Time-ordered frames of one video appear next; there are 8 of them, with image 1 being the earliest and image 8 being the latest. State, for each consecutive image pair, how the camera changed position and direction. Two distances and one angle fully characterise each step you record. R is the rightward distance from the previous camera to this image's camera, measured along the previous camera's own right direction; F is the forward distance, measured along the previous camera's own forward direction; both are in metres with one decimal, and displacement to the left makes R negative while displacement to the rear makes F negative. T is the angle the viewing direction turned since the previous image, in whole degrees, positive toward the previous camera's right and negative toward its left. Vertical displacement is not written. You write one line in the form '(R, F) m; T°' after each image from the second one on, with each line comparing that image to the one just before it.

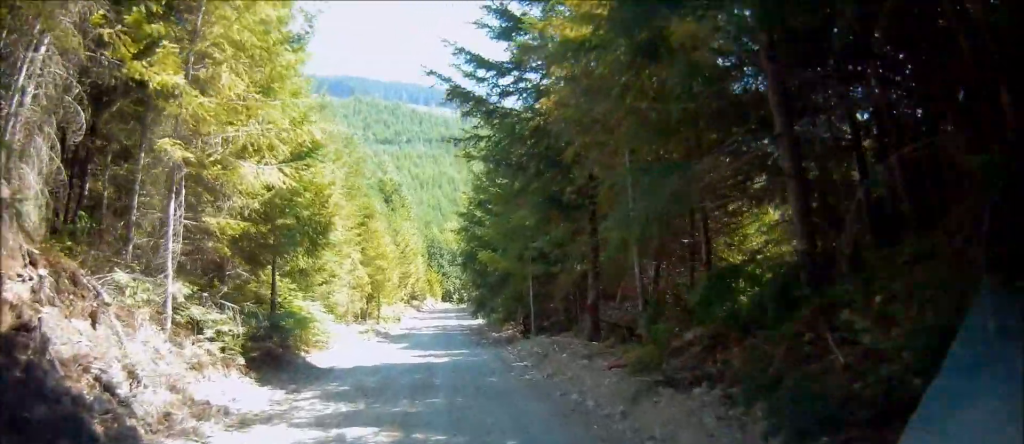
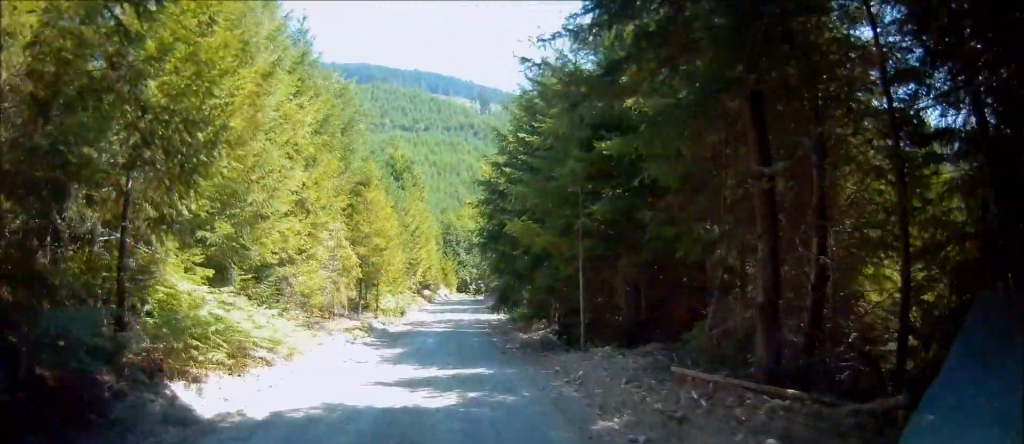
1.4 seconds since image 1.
(-0.3, +8.1) m; -10°
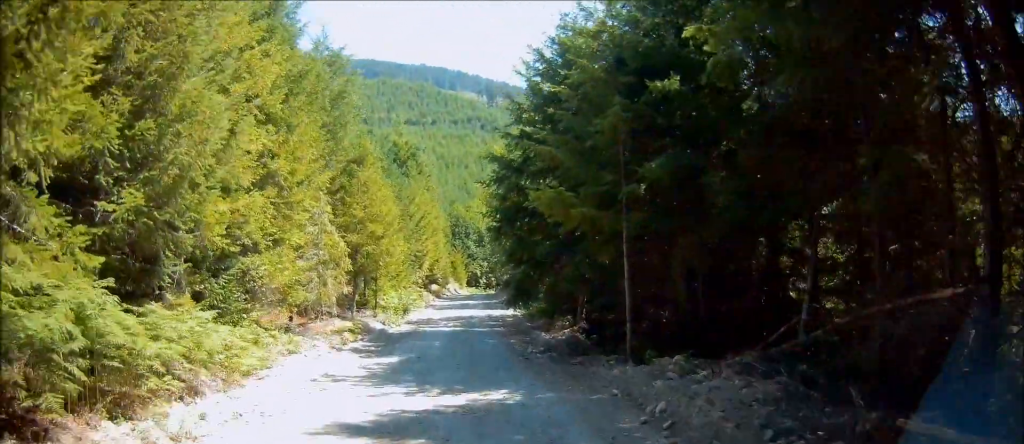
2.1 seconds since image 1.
(-0.3, +4.3) m; -11°
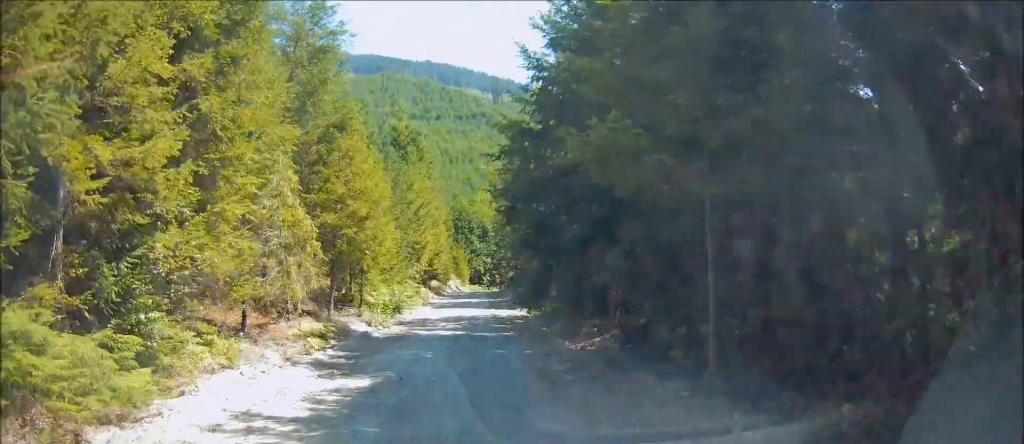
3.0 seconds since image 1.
(-0.6, +5.0) m; -7°
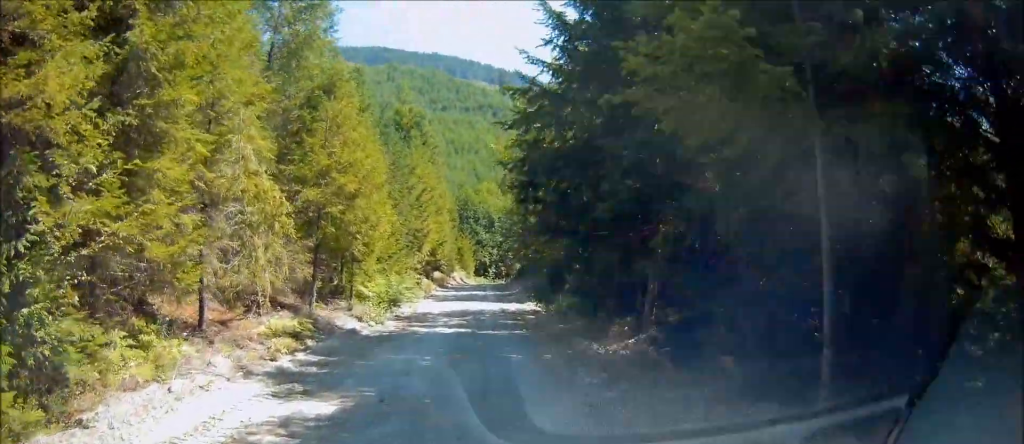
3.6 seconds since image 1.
(-0.1, +3.2) m; 0°
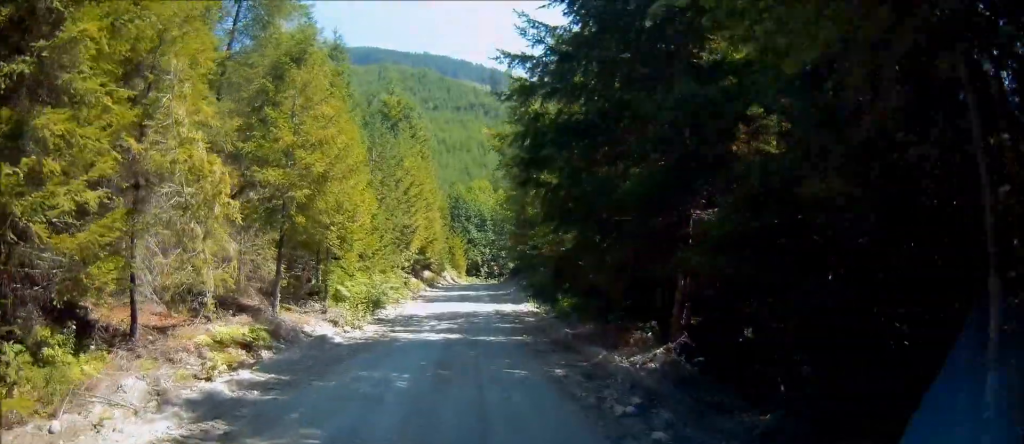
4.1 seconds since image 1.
(-0.1, +2.9) m; +2°
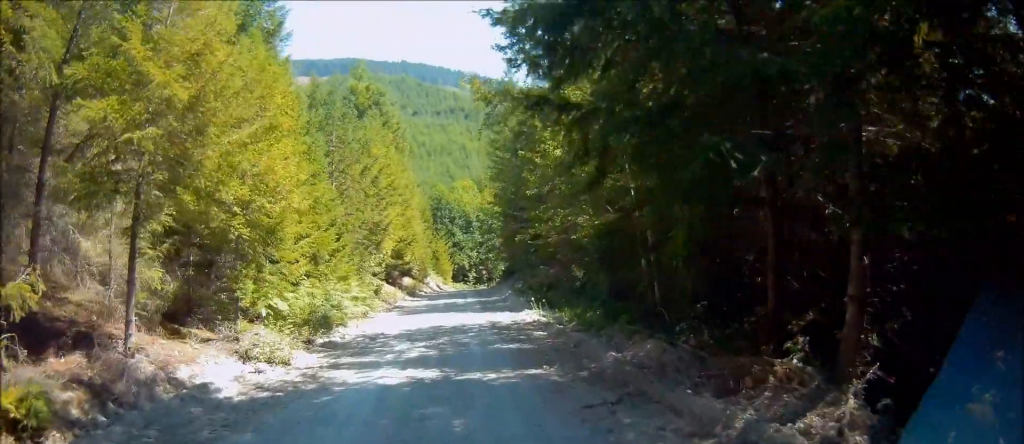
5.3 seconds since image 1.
(+0.4, +6.8) m; -5°
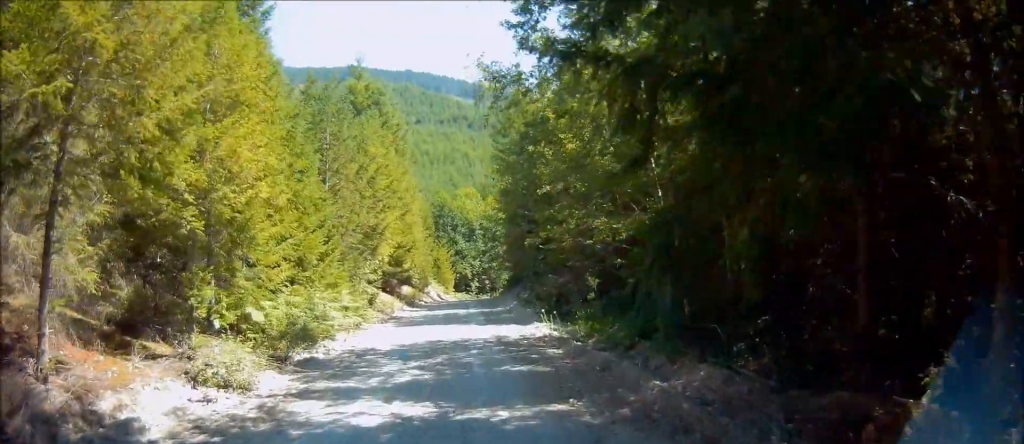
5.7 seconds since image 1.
(-0.3, +2.3) m; -7°
